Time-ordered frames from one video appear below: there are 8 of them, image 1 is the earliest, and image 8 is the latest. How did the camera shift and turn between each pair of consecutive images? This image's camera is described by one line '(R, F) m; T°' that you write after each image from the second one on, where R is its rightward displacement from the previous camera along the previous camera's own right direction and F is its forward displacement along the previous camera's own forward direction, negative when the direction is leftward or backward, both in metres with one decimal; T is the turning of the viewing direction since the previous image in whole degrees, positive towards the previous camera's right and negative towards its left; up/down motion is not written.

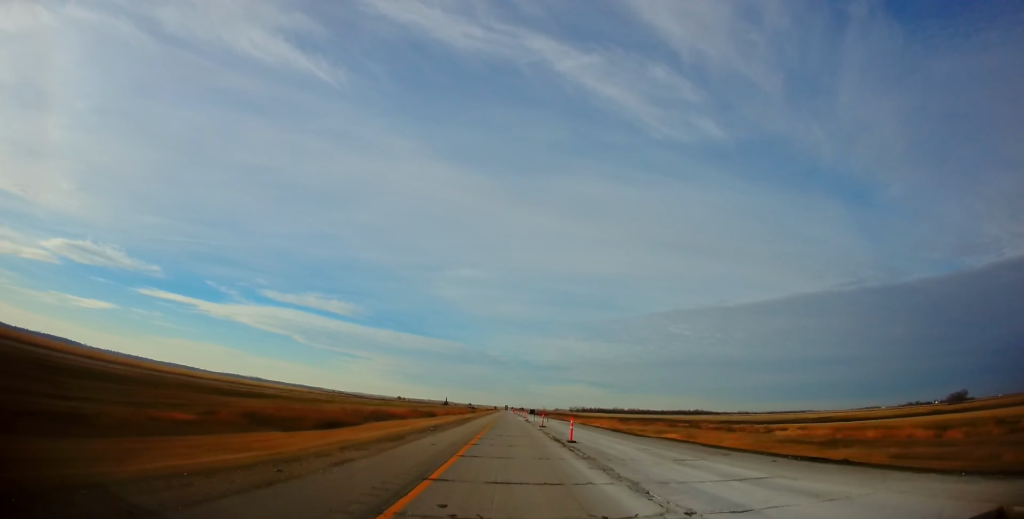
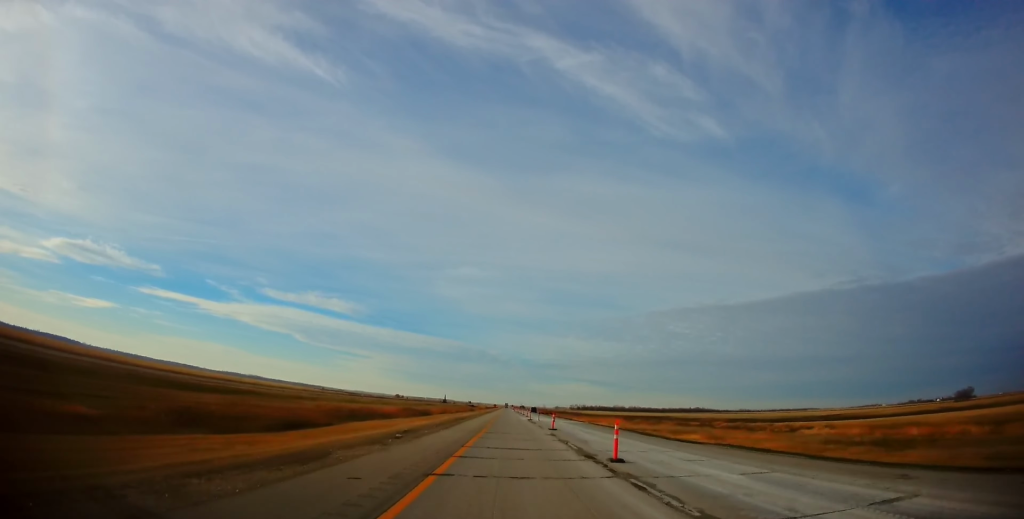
(0.0, +10.1) m; 0°
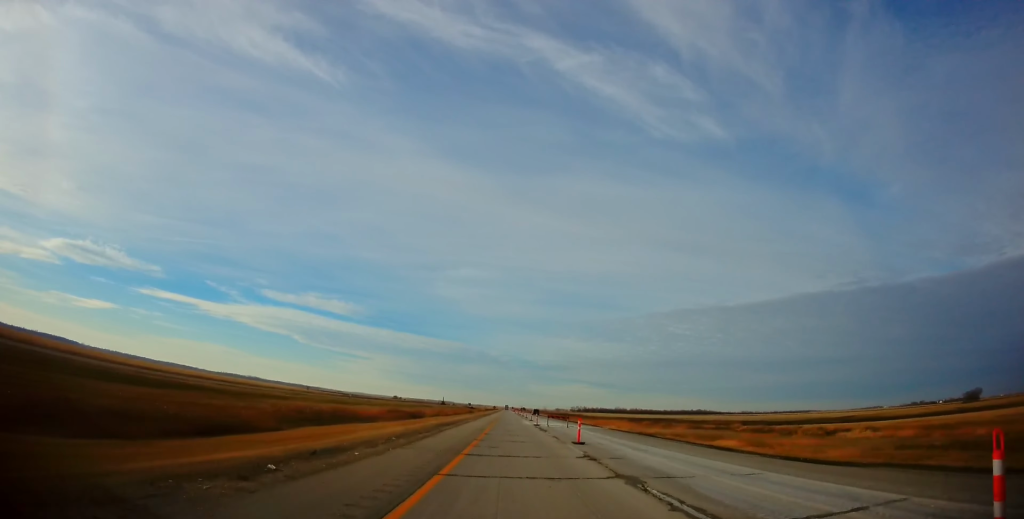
(0.0, +12.6) m; 0°
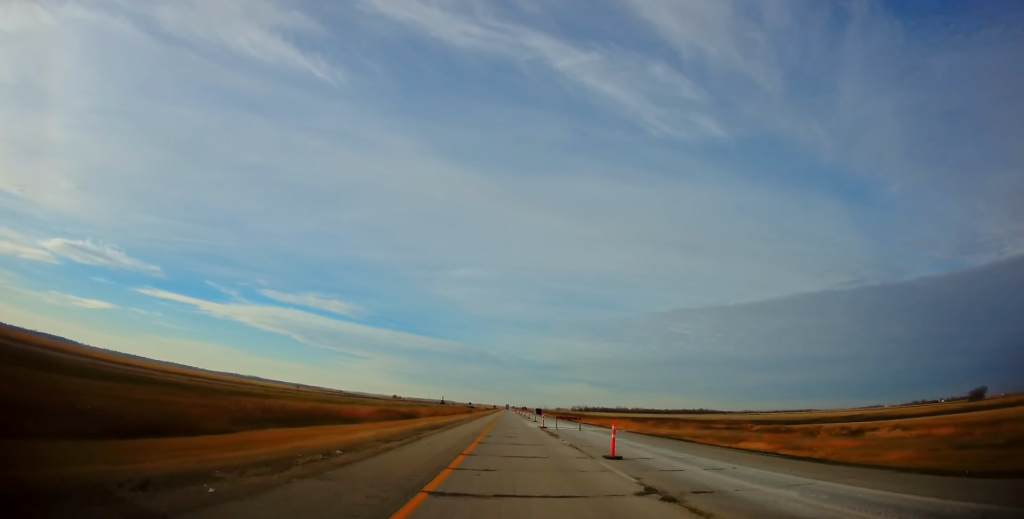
(0.0, +7.6) m; 0°
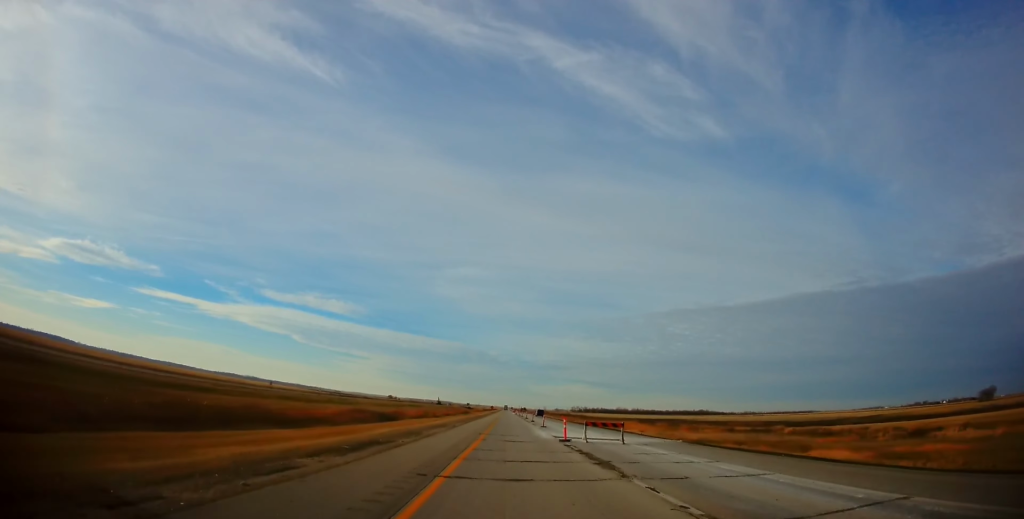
(0.0, +15.7) m; 0°
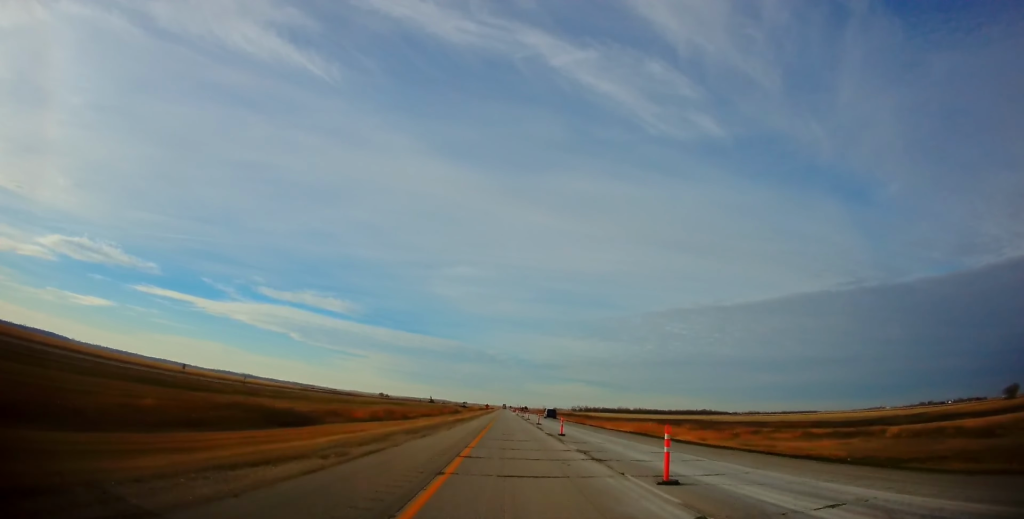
(-0.3, +36.2) m; 0°
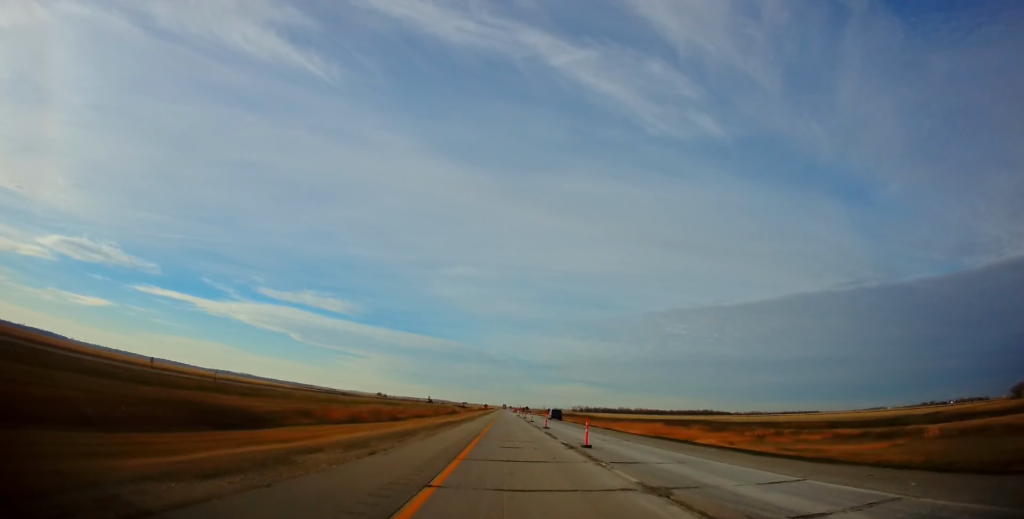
(-0.1, +9.6) m; +1°
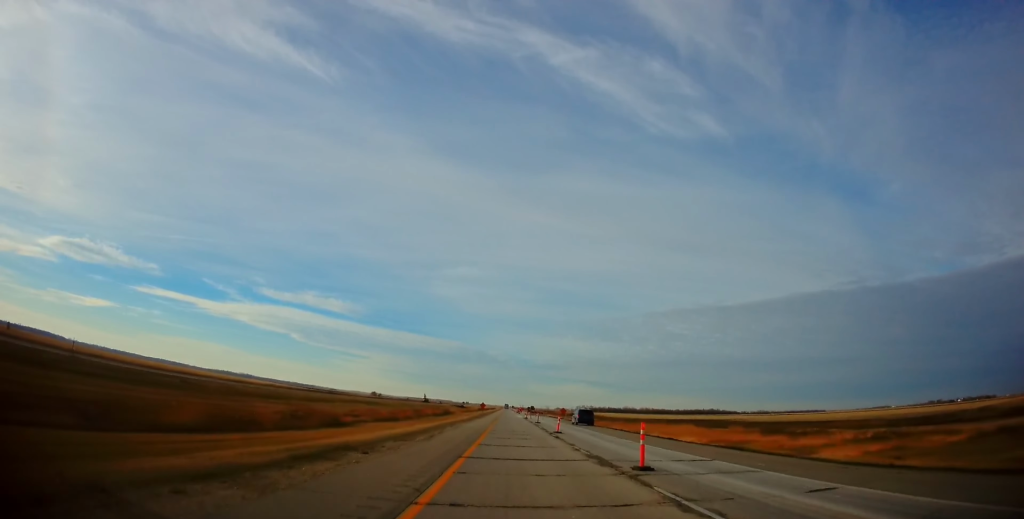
(+0.3, +30.3) m; 0°
